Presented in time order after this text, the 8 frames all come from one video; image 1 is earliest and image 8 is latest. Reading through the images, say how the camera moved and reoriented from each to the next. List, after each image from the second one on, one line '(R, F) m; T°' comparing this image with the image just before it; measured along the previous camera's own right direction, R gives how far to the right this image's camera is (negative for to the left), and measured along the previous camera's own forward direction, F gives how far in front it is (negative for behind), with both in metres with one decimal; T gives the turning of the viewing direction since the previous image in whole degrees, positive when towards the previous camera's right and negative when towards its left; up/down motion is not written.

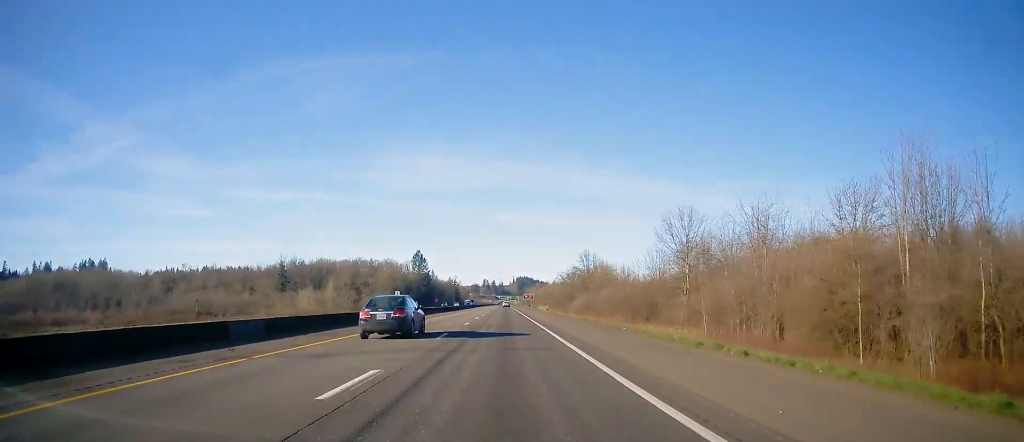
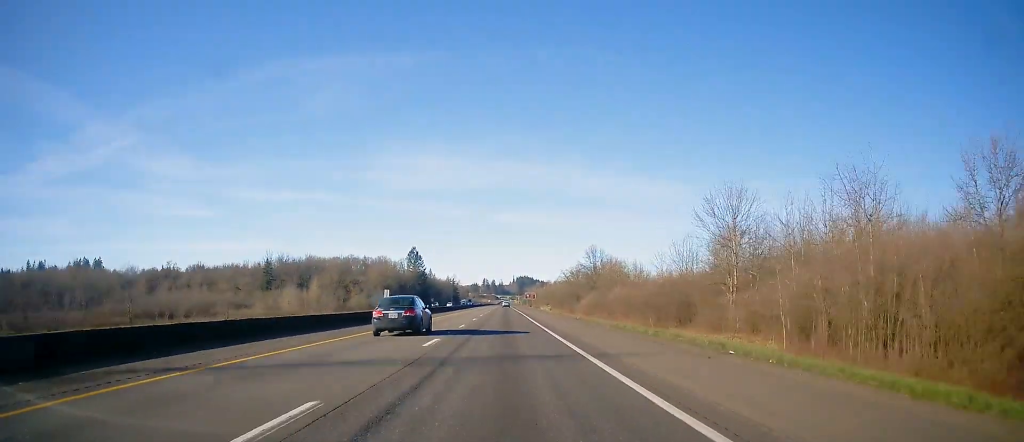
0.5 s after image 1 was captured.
(-0.1, +15.5) m; 0°
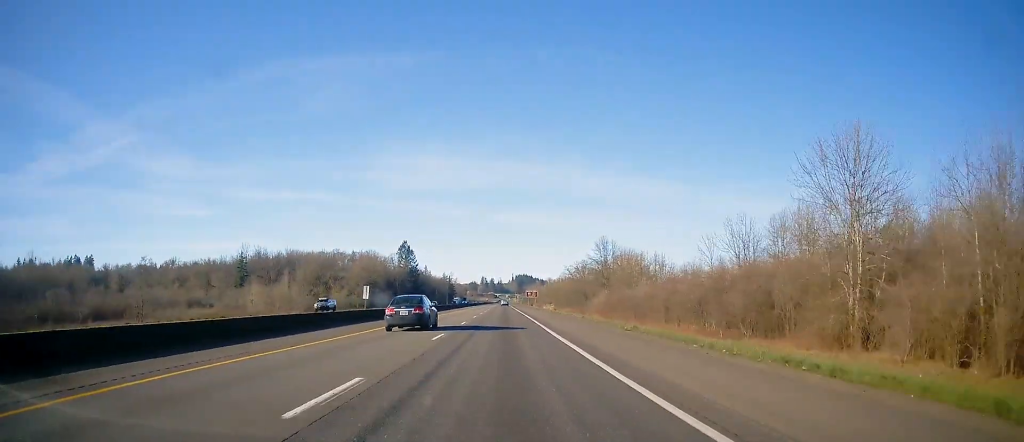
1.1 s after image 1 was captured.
(+0.2, +22.2) m; 0°
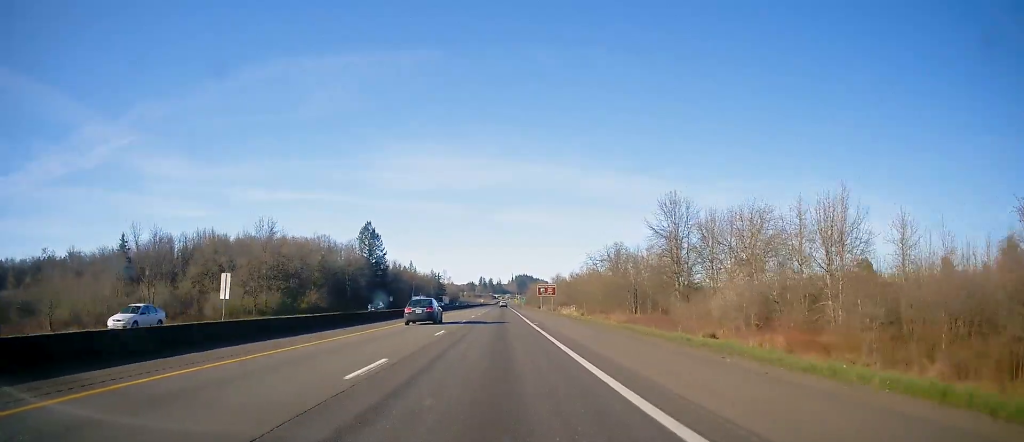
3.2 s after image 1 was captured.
(-0.5, +69.9) m; 0°
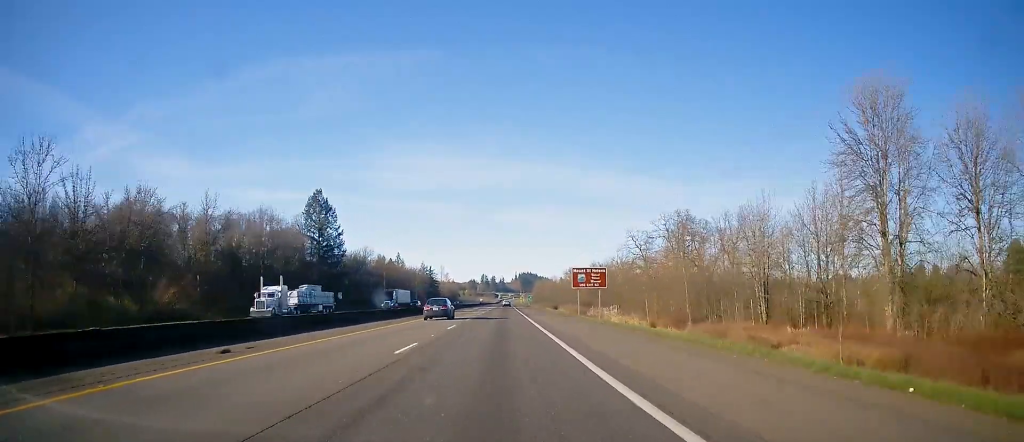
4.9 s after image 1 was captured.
(+0.3, +56.5) m; 0°
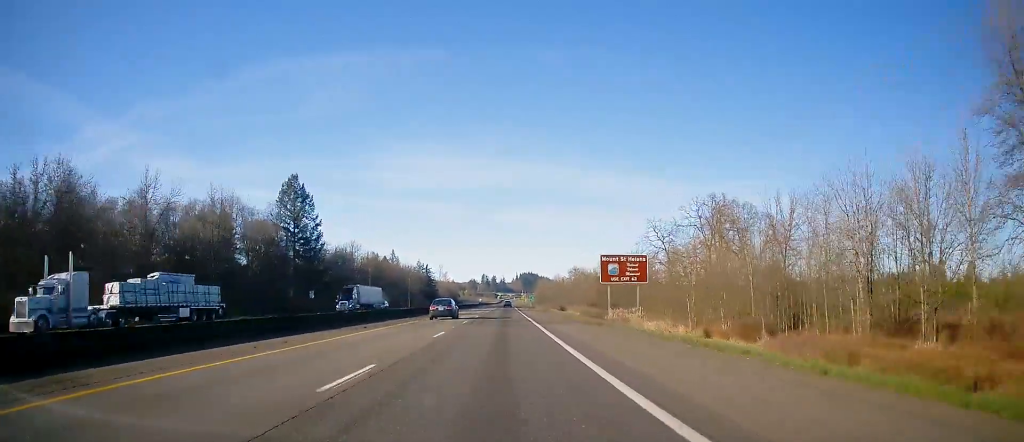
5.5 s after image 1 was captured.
(-0.1, +17.8) m; -1°
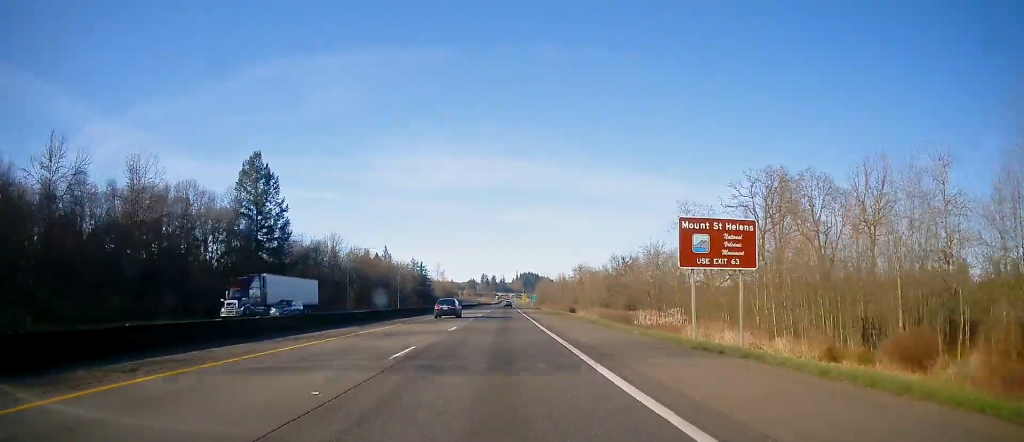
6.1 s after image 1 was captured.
(-0.2, +20.0) m; 0°
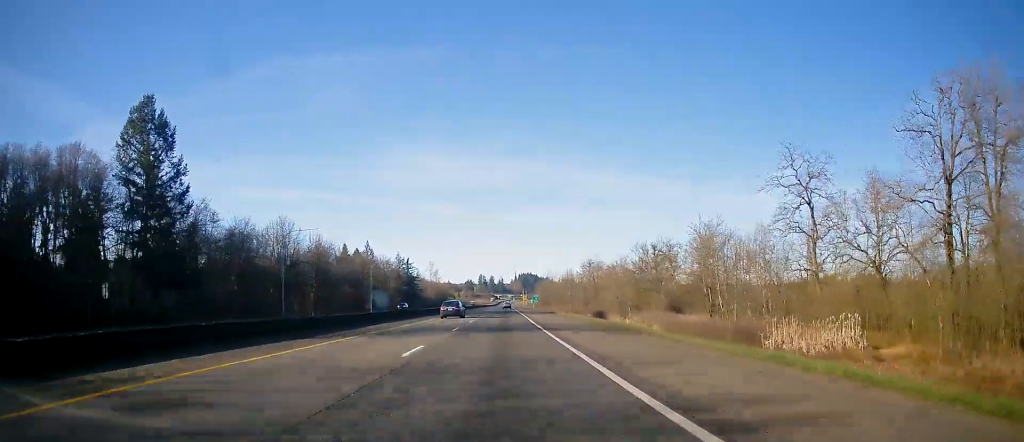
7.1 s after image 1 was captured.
(+0.3, +35.6) m; +1°
